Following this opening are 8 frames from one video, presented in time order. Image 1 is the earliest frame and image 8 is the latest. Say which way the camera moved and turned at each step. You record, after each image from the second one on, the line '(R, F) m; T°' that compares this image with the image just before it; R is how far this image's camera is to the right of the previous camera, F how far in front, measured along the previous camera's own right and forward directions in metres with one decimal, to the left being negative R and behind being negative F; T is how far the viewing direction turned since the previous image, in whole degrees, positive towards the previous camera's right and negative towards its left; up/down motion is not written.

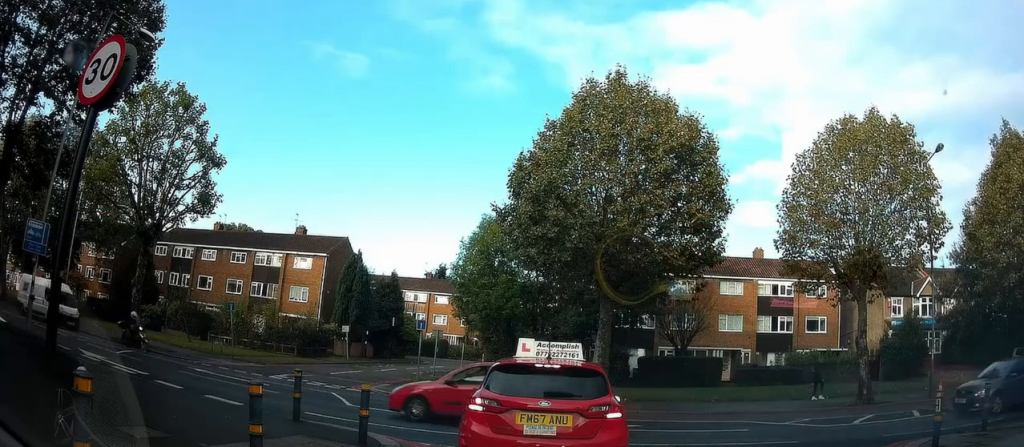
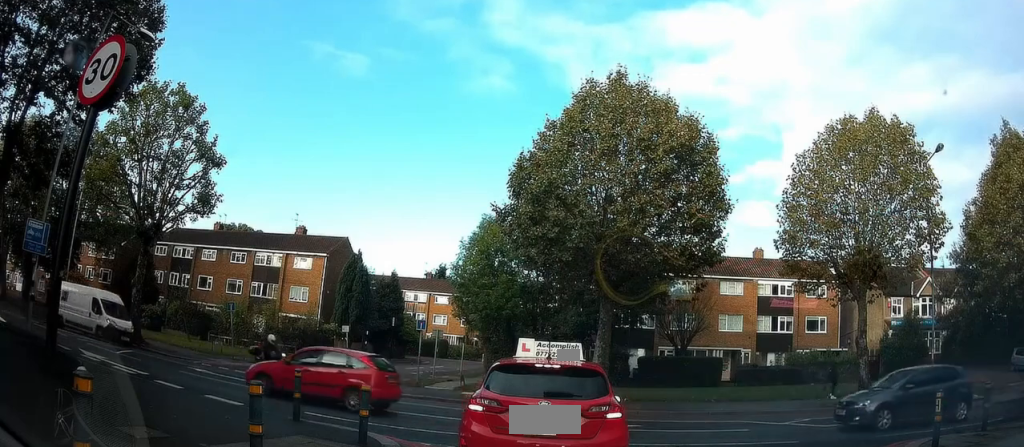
(0.0, 0.0) m; 0°
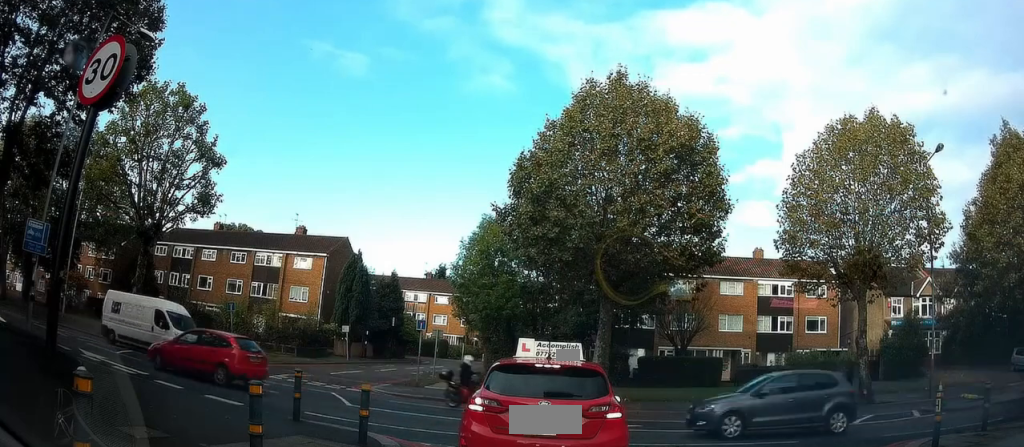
(0.0, 0.0) m; 0°
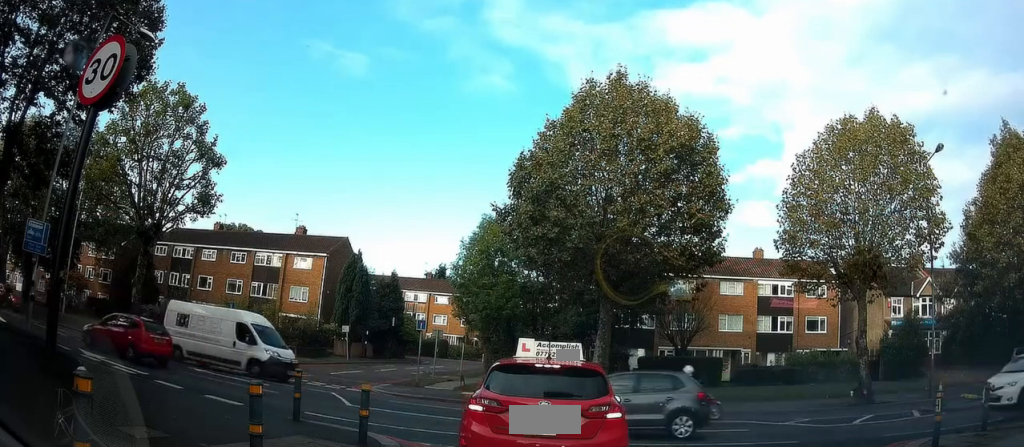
(0.0, 0.0) m; 0°
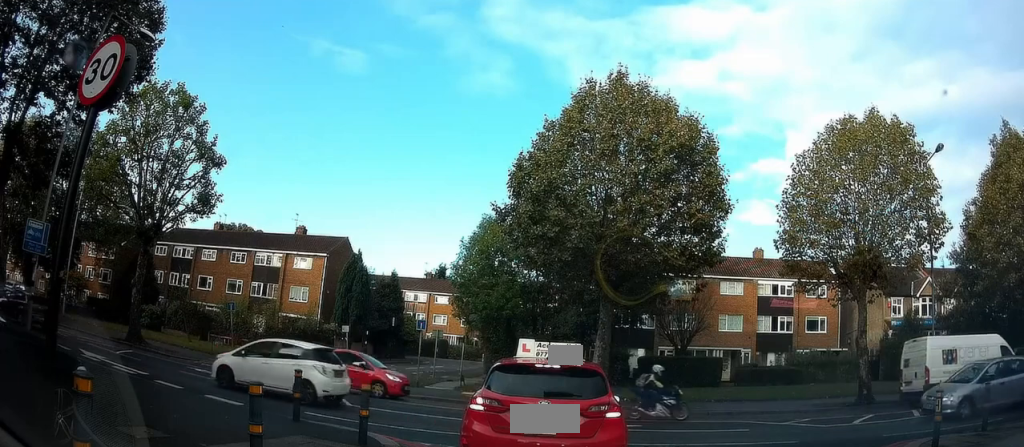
(0.0, 0.0) m; 0°
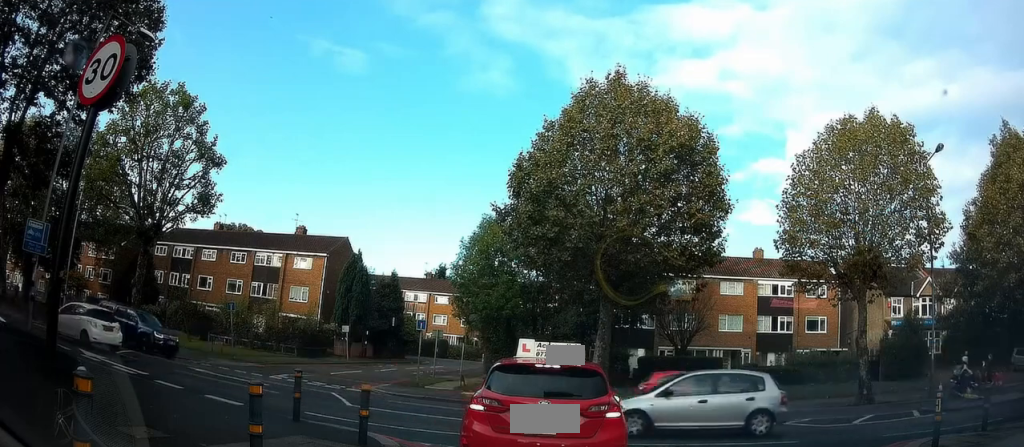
(0.0, 0.0) m; 0°
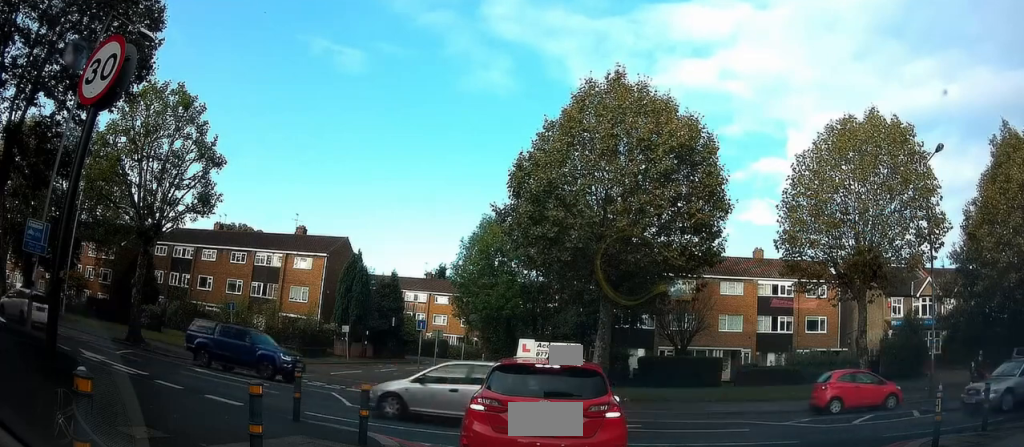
(0.0, 0.0) m; 0°
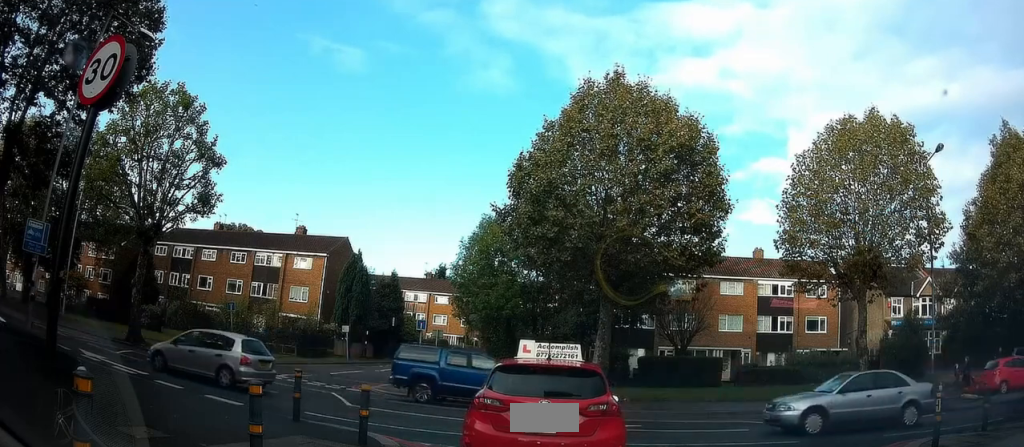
(0.0, 0.0) m; 0°
